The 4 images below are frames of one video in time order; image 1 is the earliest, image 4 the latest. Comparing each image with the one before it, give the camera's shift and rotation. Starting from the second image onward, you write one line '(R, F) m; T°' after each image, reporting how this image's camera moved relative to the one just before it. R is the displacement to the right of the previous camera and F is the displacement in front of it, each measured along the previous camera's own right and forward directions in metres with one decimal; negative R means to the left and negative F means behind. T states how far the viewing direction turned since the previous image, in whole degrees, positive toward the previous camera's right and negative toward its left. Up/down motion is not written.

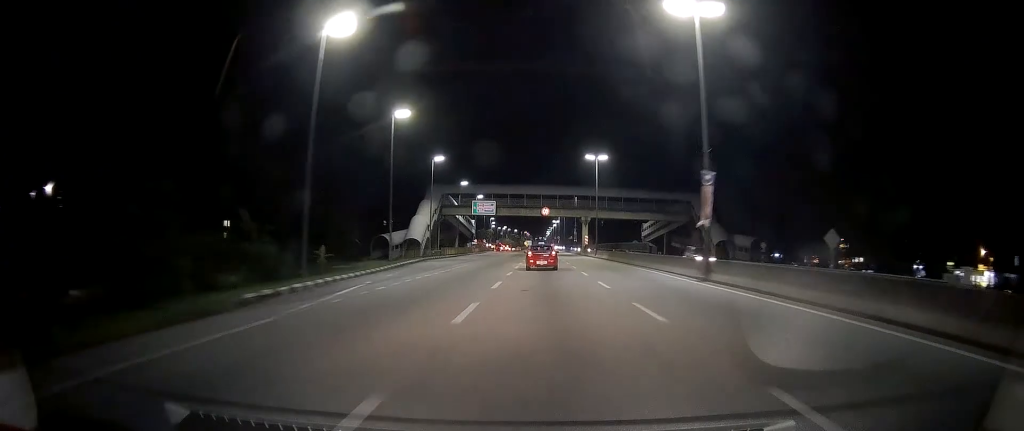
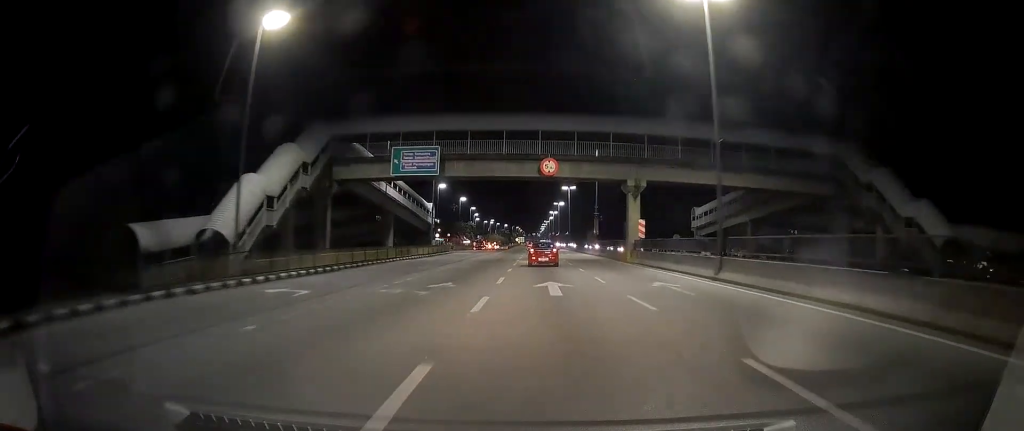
(-0.1, +47.0) m; +1°
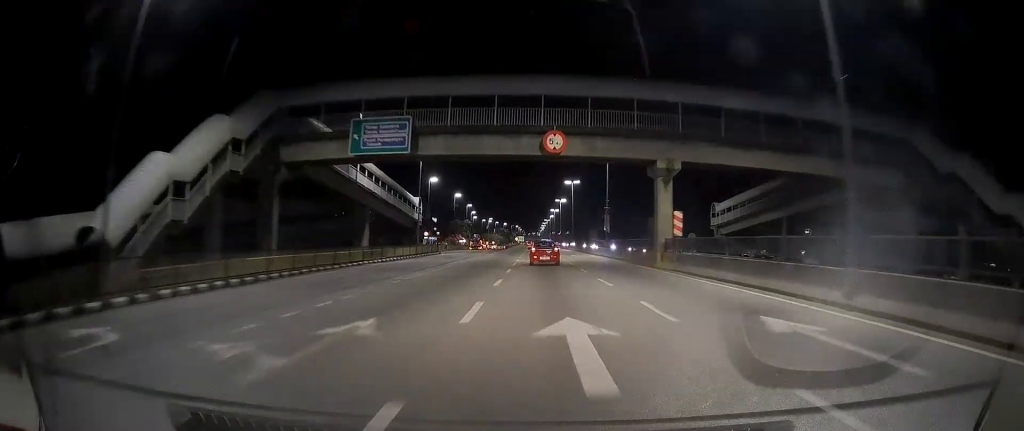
(-0.2, +9.6) m; +1°
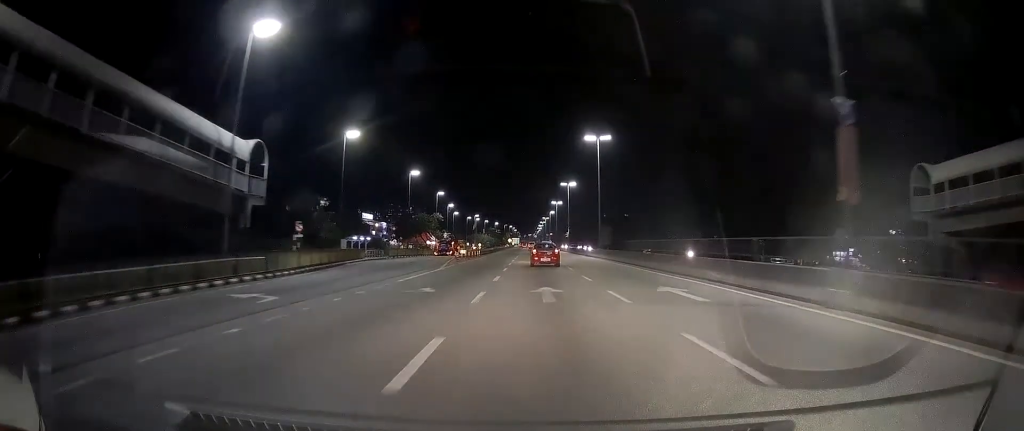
(+0.2, +45.1) m; 0°
